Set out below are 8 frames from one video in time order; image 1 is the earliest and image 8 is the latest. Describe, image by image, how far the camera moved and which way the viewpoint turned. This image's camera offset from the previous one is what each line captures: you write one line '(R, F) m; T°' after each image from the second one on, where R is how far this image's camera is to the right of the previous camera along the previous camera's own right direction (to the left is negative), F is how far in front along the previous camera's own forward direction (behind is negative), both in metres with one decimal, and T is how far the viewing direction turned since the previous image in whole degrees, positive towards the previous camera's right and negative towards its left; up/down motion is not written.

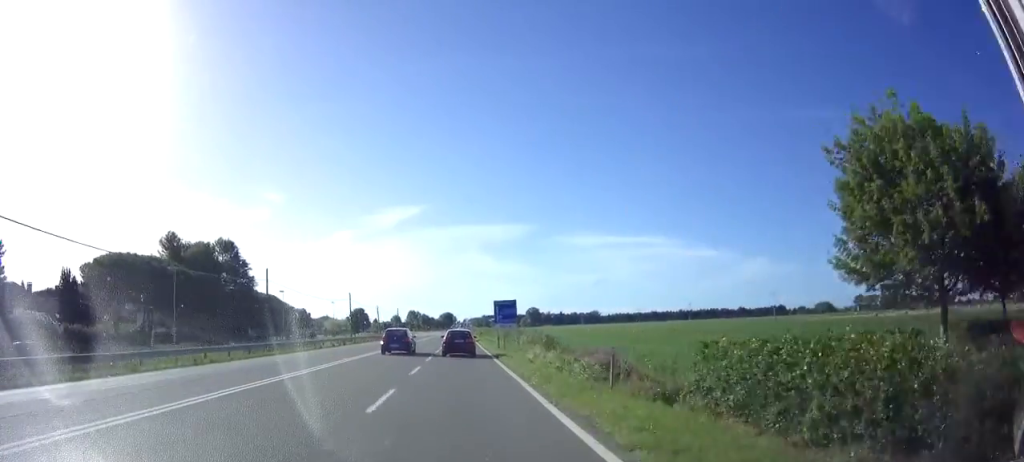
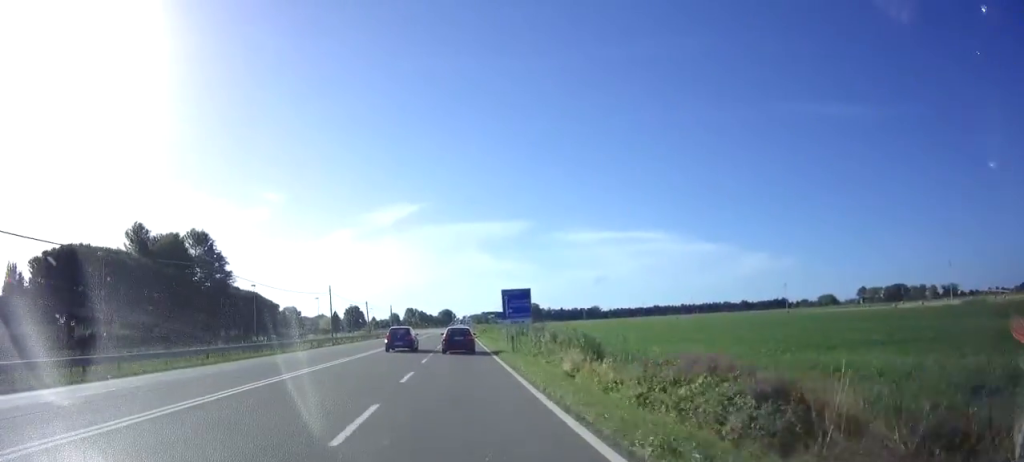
(0.0, +9.8) m; 0°
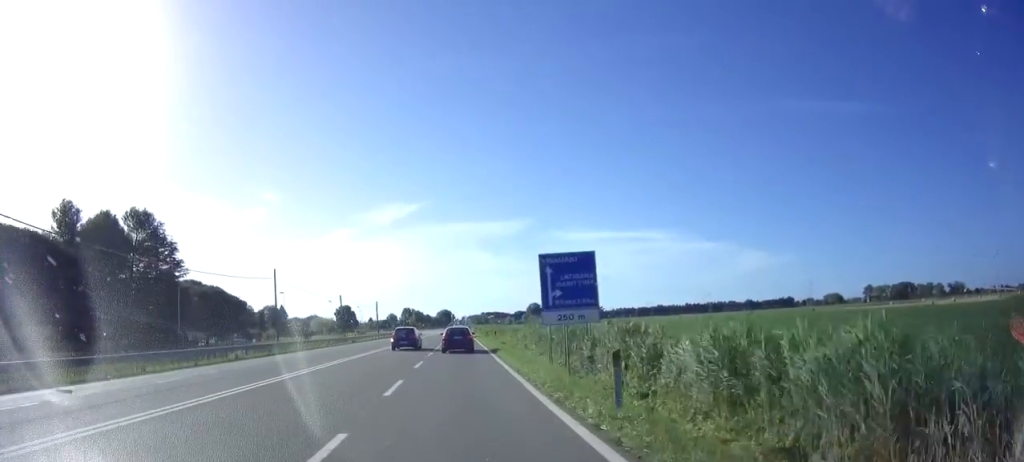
(+0.1, +17.3) m; 0°
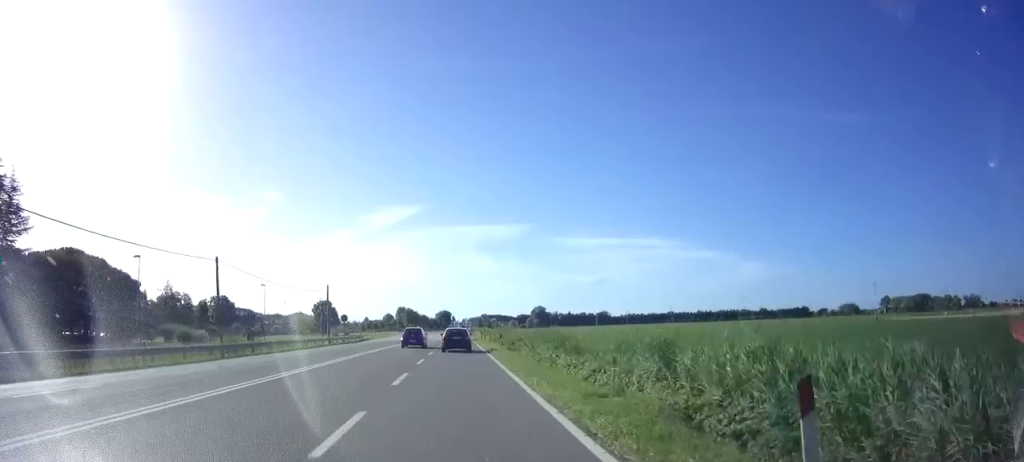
(0.0, +35.2) m; 0°
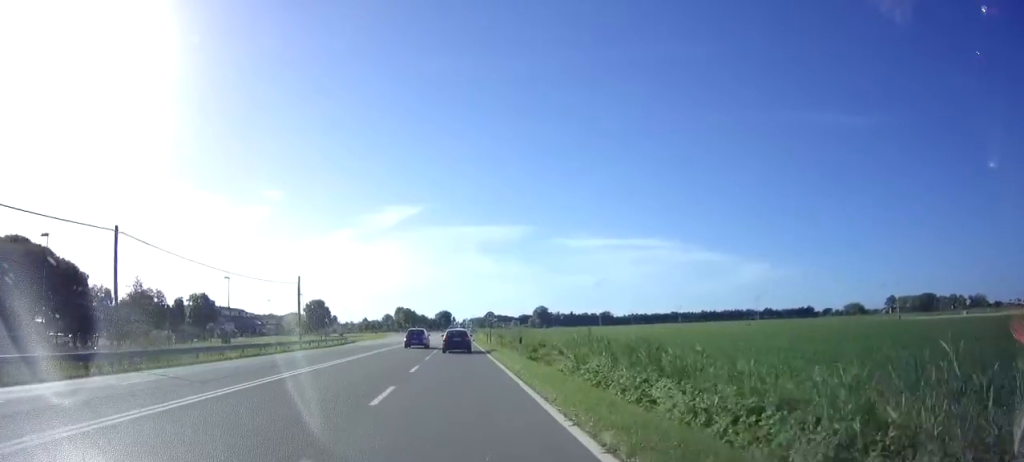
(0.0, +10.5) m; 0°
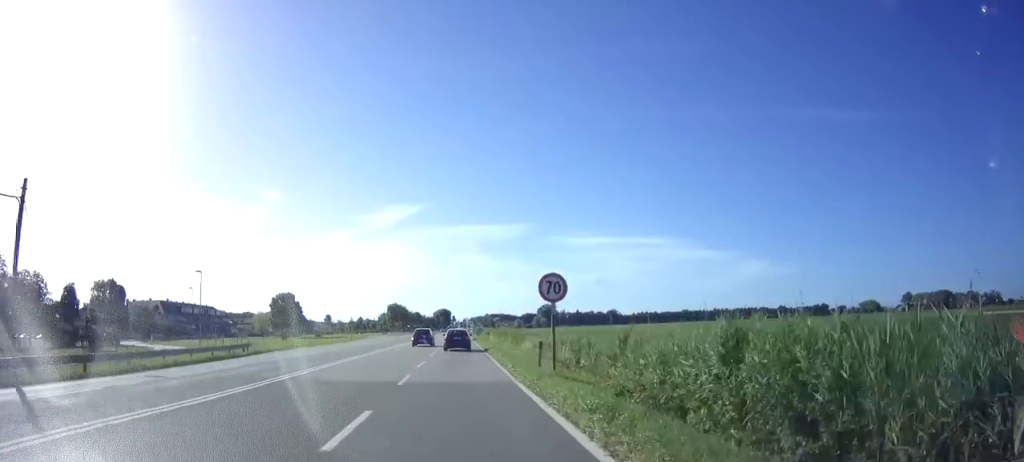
(-0.2, +32.6) m; 0°
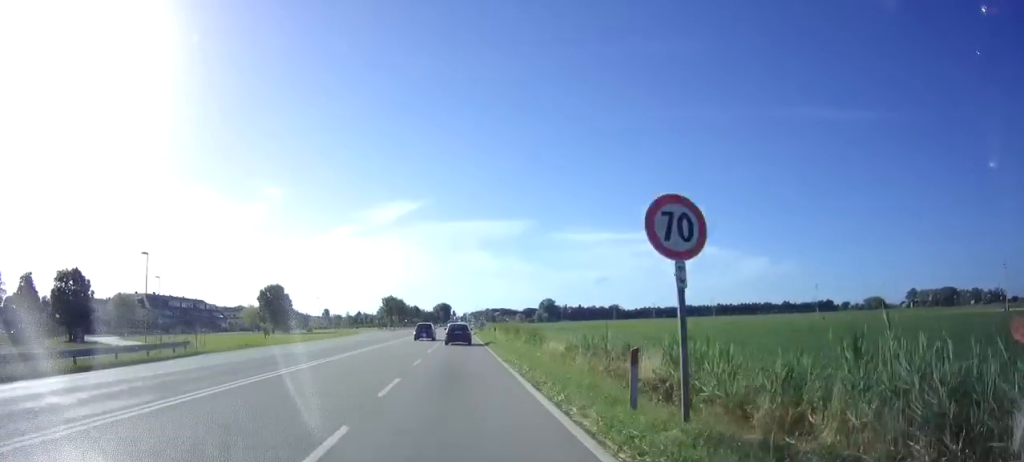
(-0.1, +9.9) m; 0°
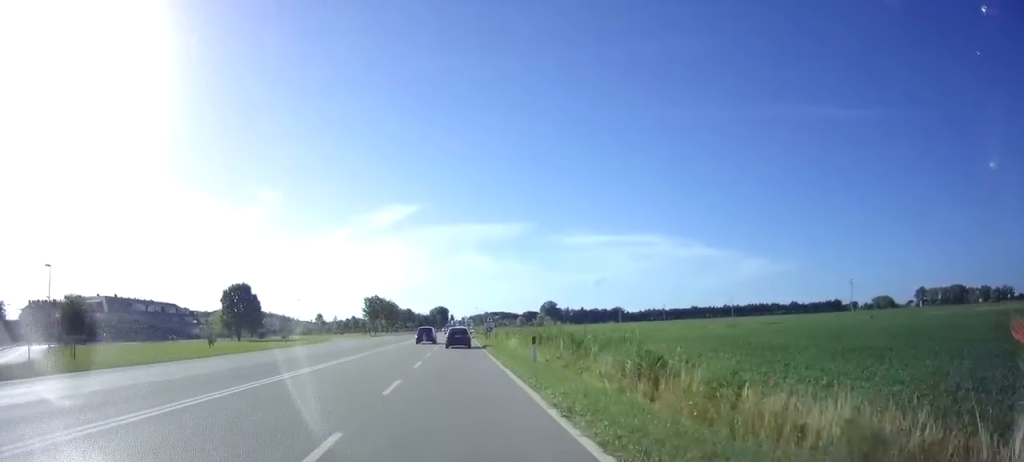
(+0.2, +20.8) m; 0°
